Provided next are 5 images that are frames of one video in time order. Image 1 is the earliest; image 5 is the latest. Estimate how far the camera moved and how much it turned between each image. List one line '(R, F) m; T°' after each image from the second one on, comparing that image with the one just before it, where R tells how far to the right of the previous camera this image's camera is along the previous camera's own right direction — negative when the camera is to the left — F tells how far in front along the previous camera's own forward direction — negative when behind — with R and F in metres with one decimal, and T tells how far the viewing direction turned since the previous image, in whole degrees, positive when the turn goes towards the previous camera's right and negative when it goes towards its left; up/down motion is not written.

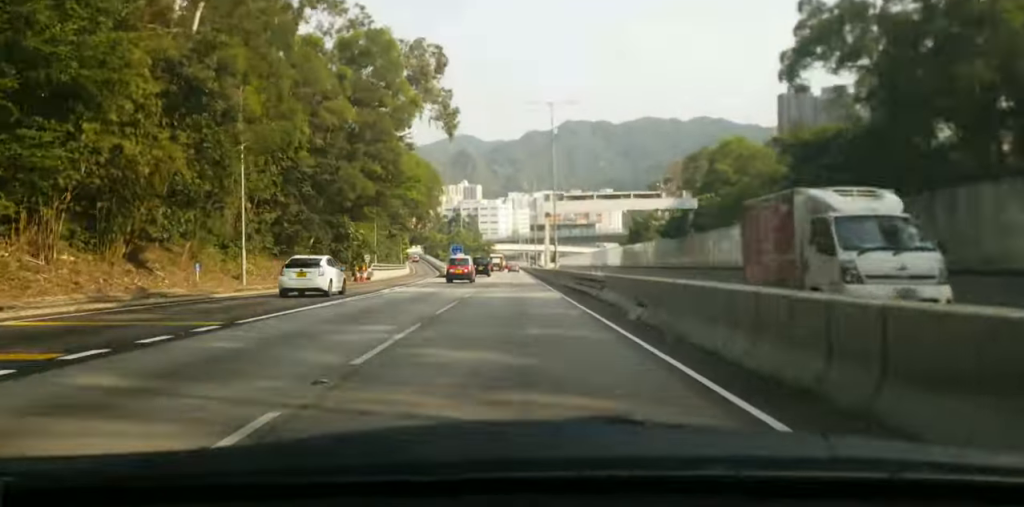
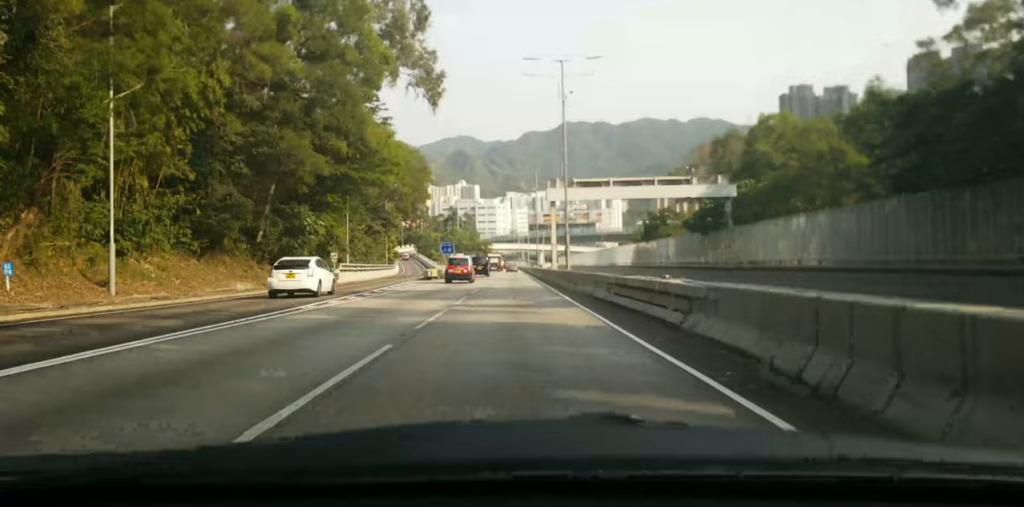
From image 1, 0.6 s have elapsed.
(-0.1, +12.6) m; 0°
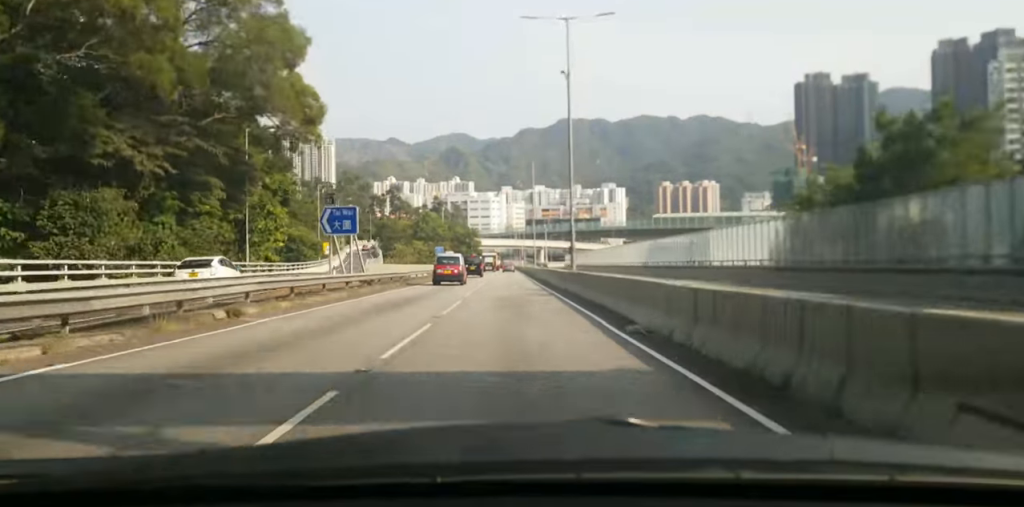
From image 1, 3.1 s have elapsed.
(+0.6, +59.0) m; +1°
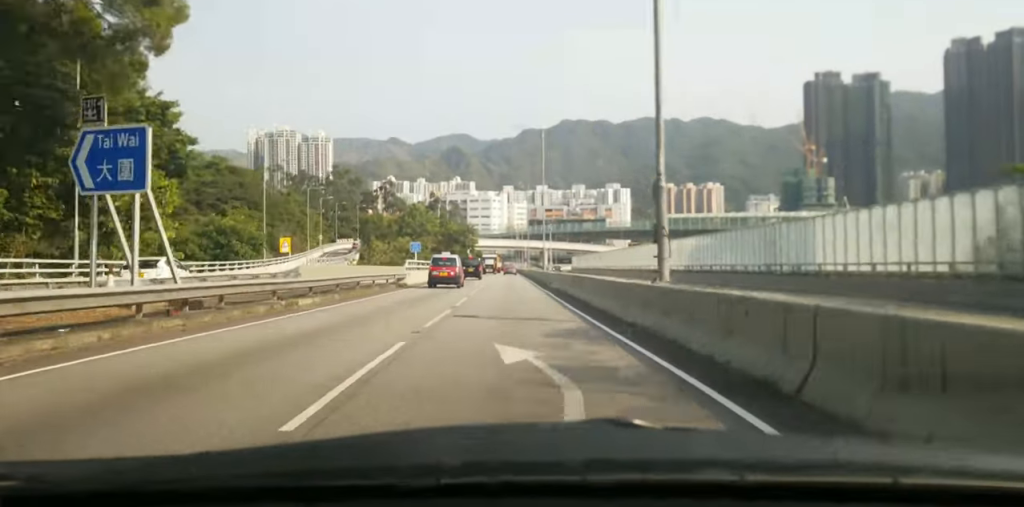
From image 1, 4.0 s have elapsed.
(0.0, +21.5) m; 0°
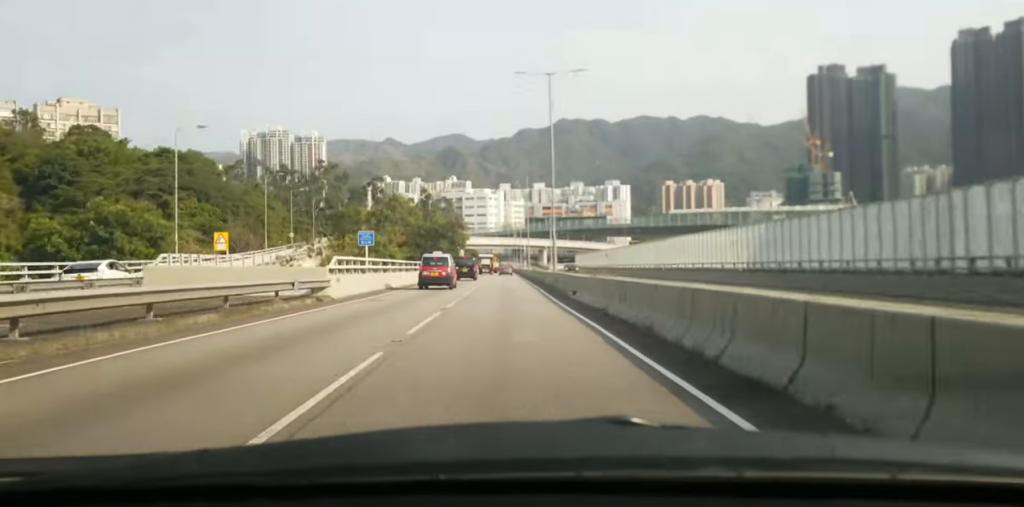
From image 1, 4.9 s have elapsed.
(0.0, +19.6) m; 0°
